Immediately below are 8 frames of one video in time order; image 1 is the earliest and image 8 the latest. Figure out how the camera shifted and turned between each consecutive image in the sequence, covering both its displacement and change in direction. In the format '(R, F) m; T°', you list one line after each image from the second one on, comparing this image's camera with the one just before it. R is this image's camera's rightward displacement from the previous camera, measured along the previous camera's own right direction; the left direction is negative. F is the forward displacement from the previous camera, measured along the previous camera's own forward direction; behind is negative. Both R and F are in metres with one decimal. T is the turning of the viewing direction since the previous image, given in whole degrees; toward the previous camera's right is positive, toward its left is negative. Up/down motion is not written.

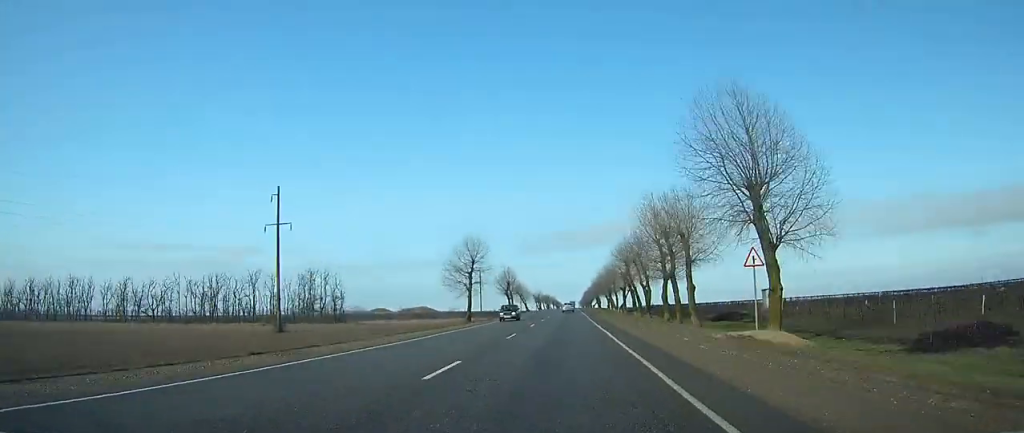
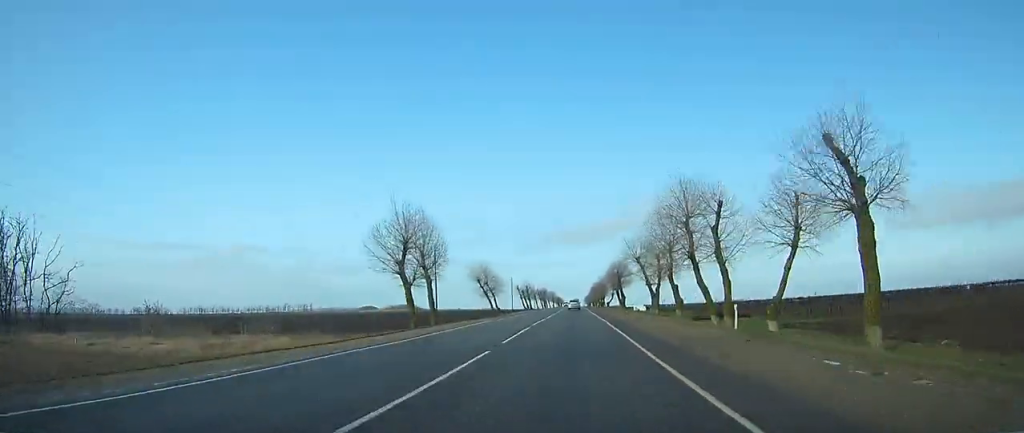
(-0.3, +87.1) m; 0°
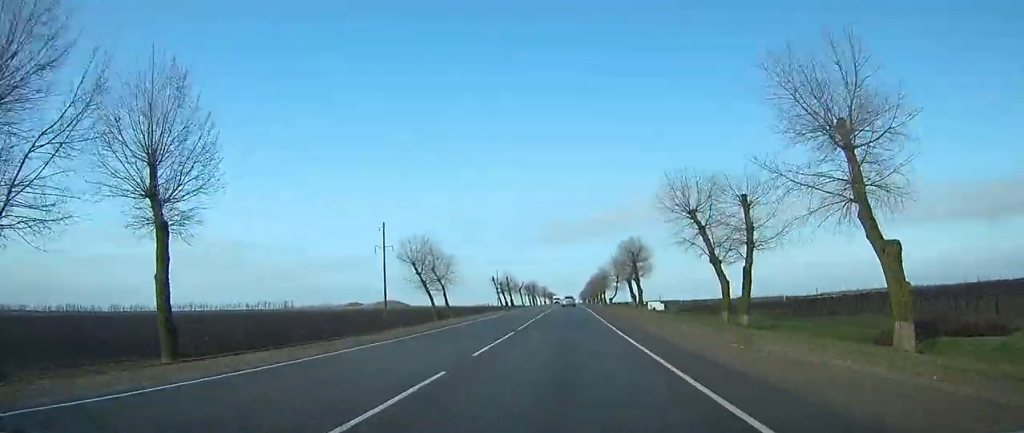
(0.0, +39.8) m; 0°
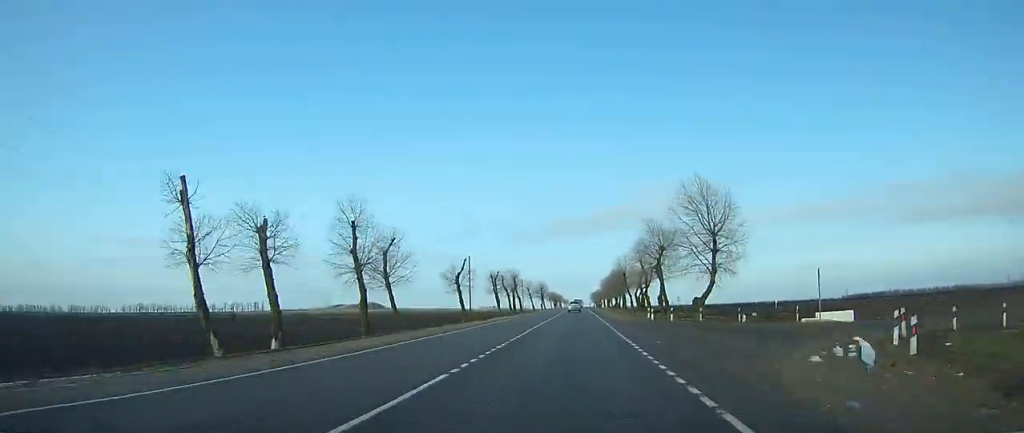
(-0.5, +102.5) m; 0°
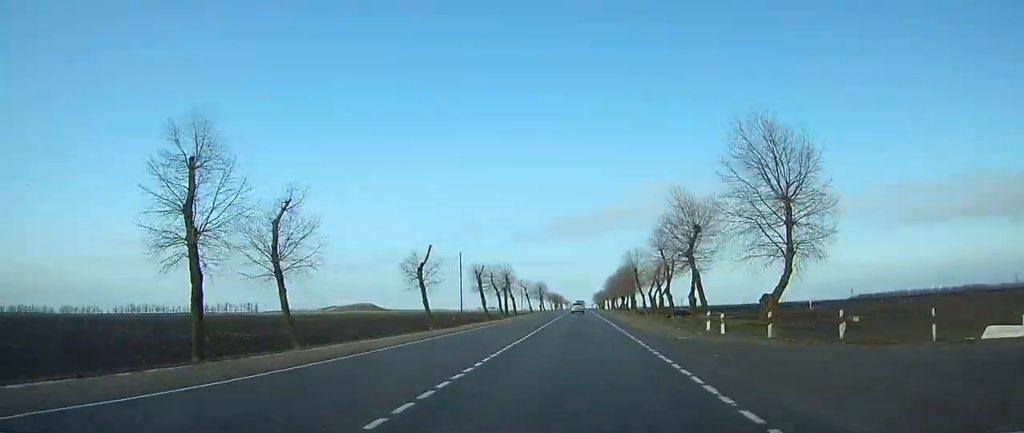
(0.0, +18.9) m; 0°
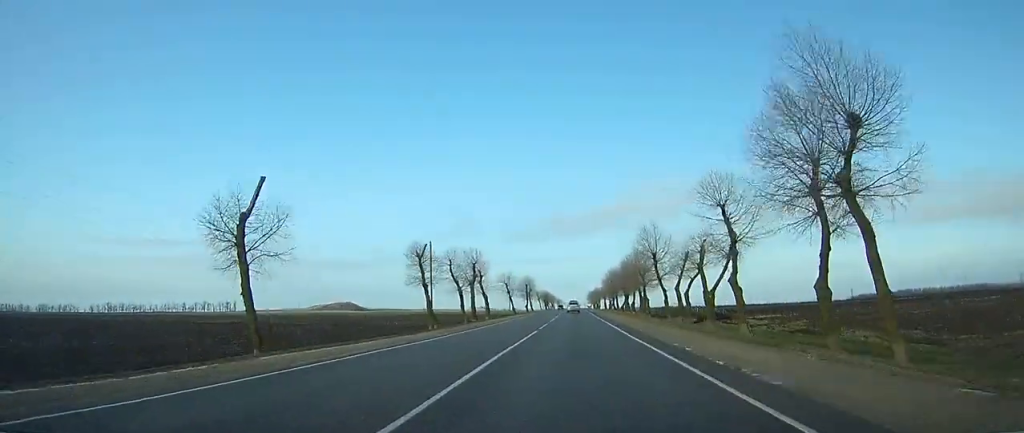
(+0.1, +30.4) m; +1°
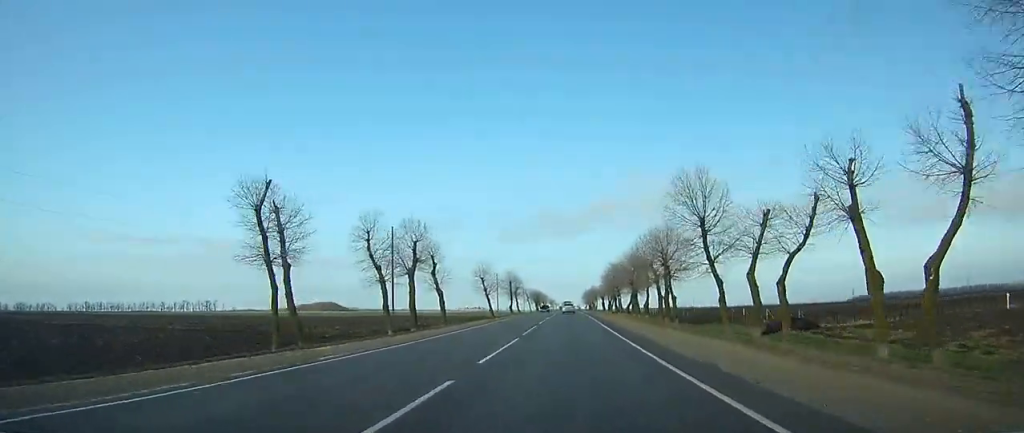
(+0.3, +29.0) m; 0°
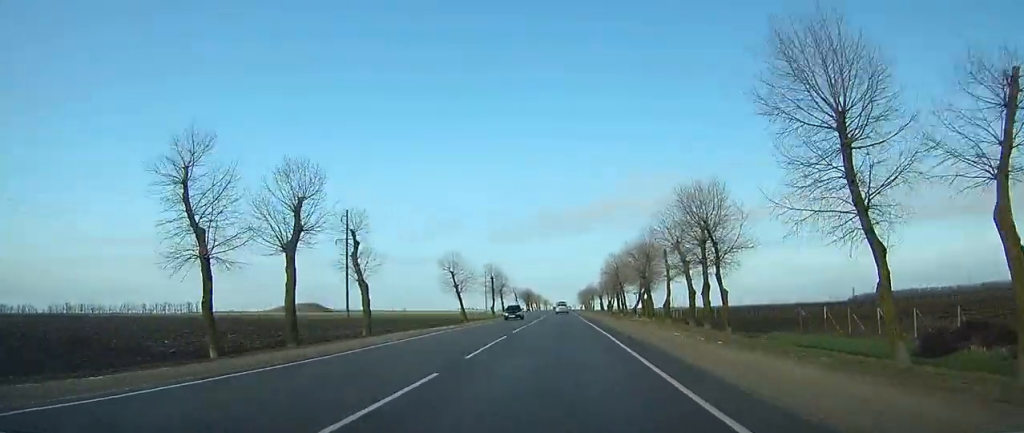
(+0.1, +23.3) m; 0°
